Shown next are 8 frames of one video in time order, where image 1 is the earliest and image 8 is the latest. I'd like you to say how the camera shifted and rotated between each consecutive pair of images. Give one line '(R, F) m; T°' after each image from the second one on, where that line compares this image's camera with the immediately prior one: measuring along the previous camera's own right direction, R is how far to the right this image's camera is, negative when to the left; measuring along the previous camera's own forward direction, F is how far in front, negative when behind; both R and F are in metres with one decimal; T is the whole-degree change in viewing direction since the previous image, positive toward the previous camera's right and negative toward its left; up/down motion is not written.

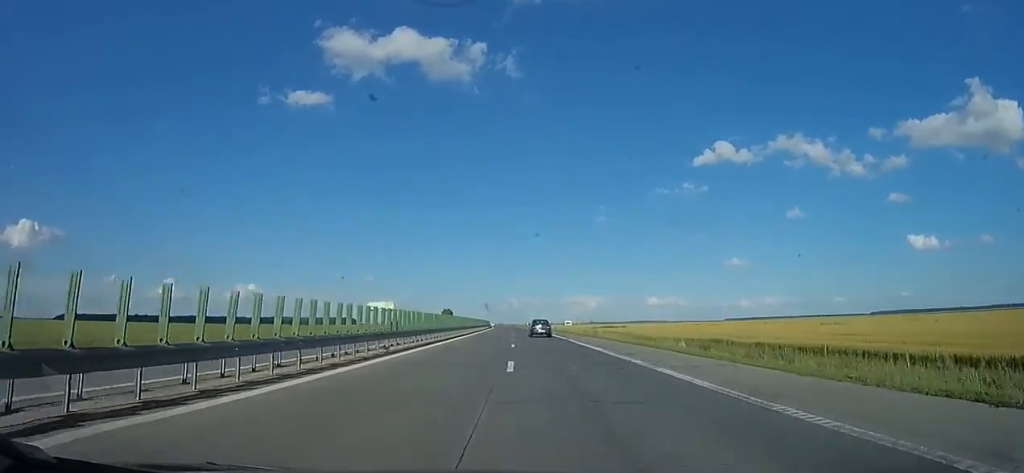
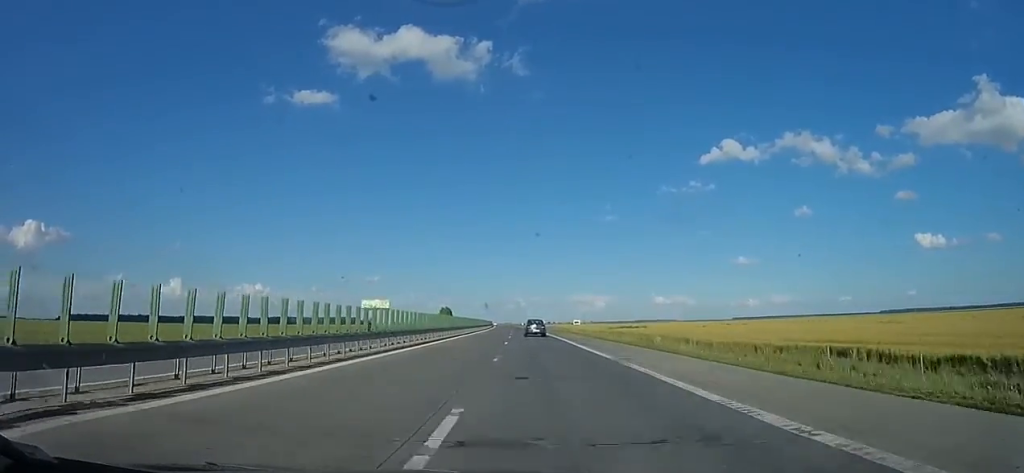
(+0.9, +20.6) m; 0°
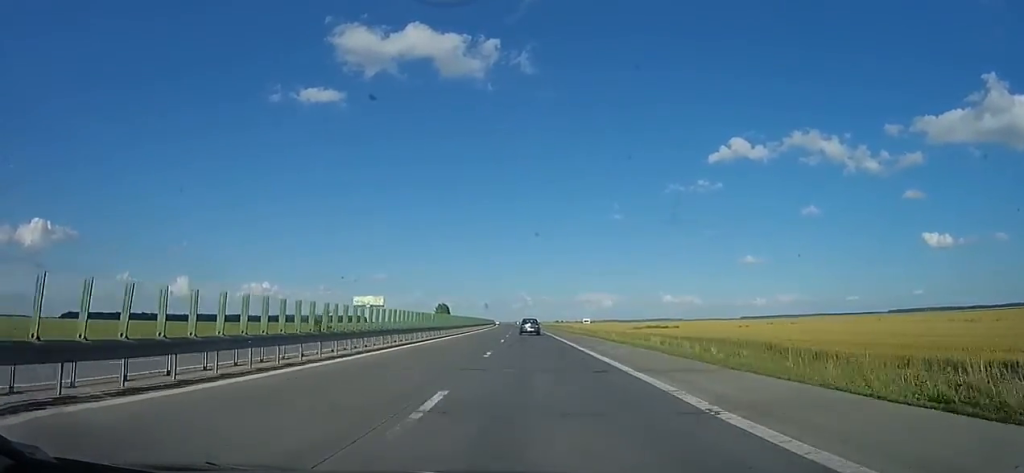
(-1.0, +22.3) m; -2°
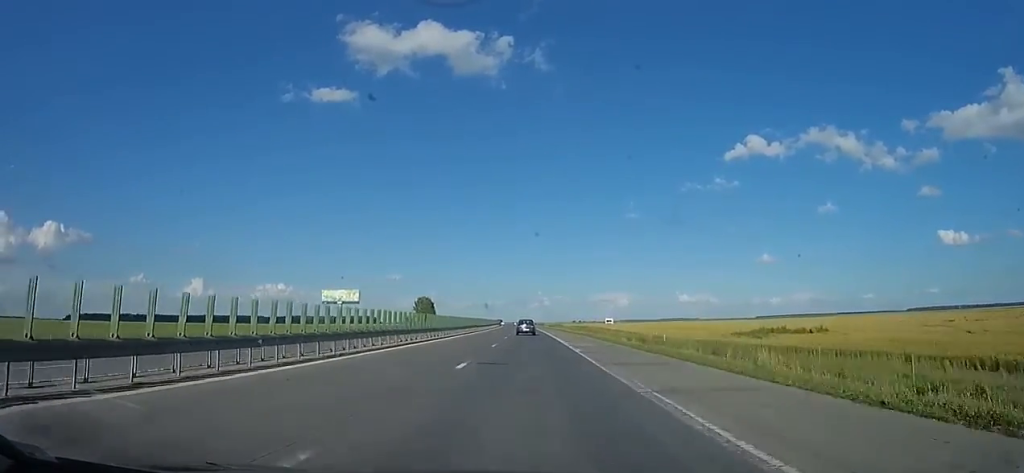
(-1.7, +52.1) m; -4°
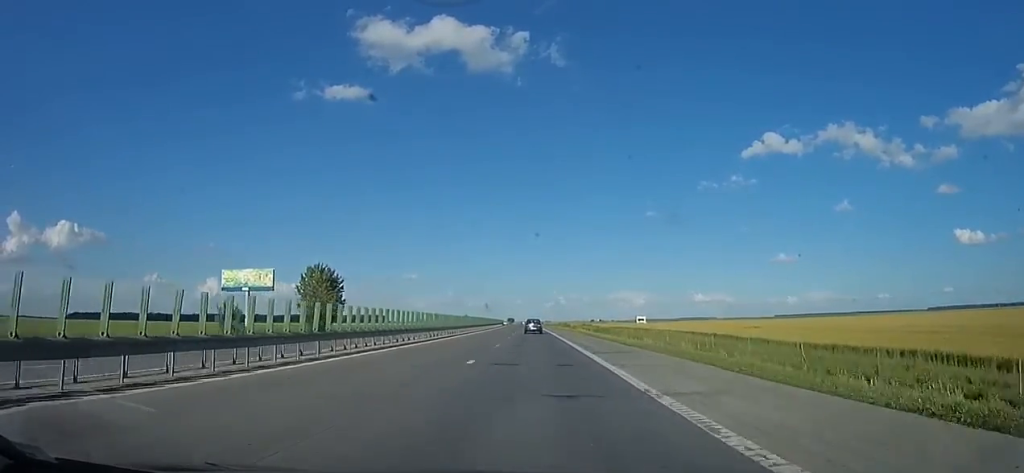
(-0.3, +72.0) m; -1°
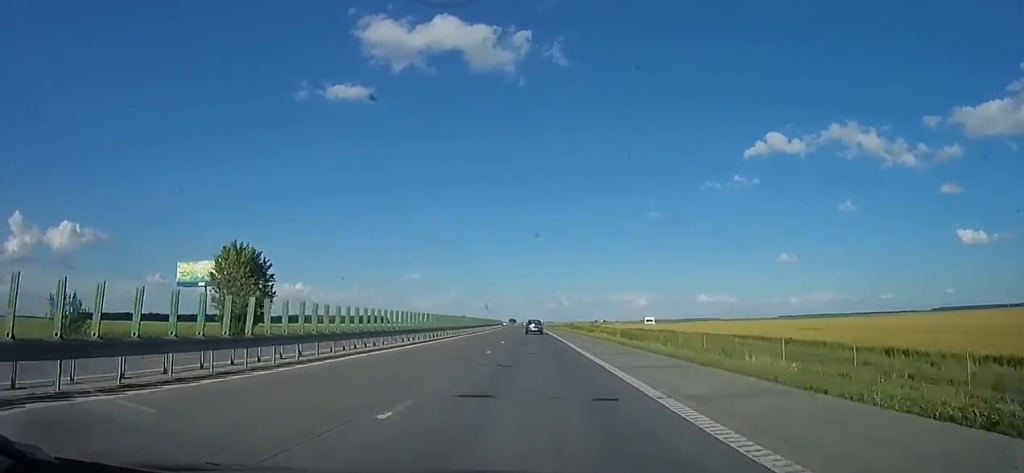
(-0.4, +18.1) m; -1°
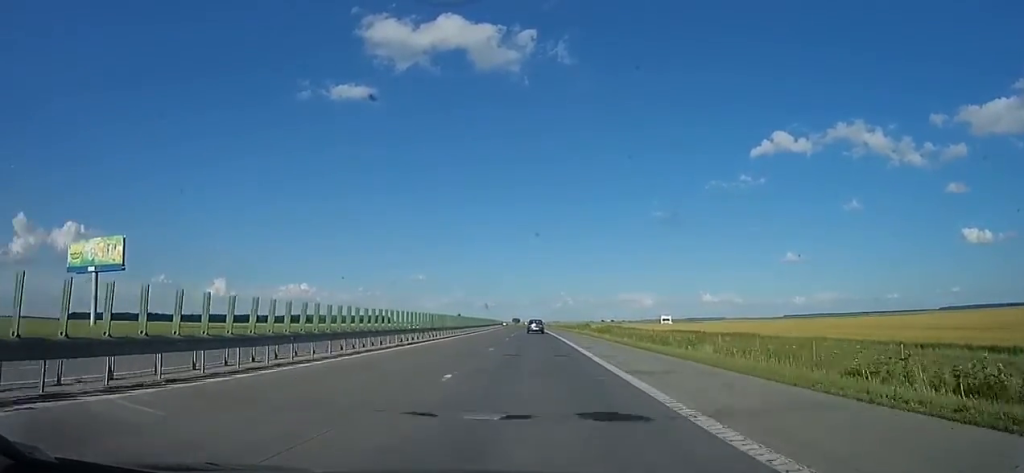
(0.0, +32.0) m; 0°
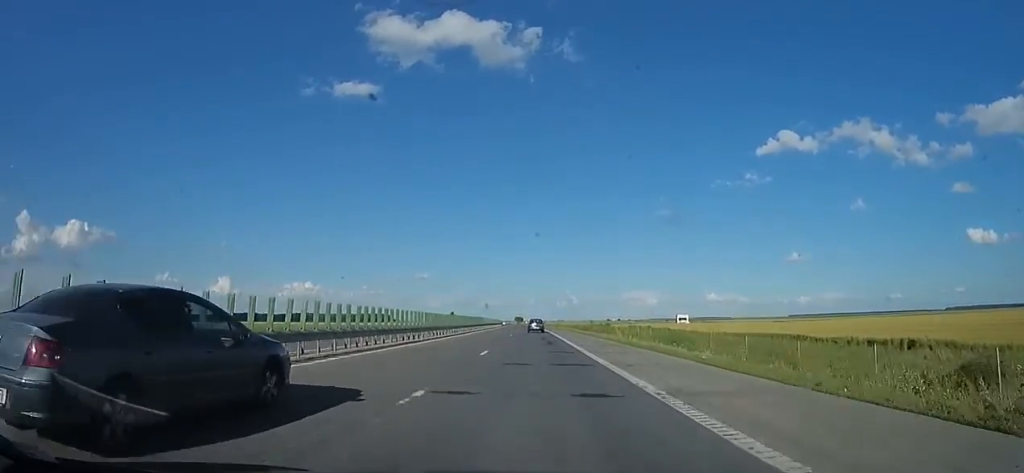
(0.0, +28.1) m; 0°
